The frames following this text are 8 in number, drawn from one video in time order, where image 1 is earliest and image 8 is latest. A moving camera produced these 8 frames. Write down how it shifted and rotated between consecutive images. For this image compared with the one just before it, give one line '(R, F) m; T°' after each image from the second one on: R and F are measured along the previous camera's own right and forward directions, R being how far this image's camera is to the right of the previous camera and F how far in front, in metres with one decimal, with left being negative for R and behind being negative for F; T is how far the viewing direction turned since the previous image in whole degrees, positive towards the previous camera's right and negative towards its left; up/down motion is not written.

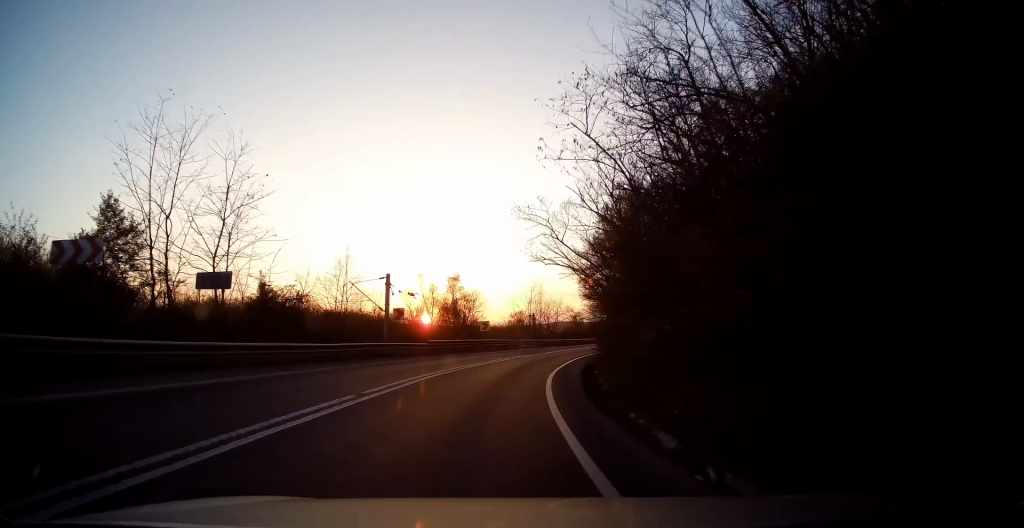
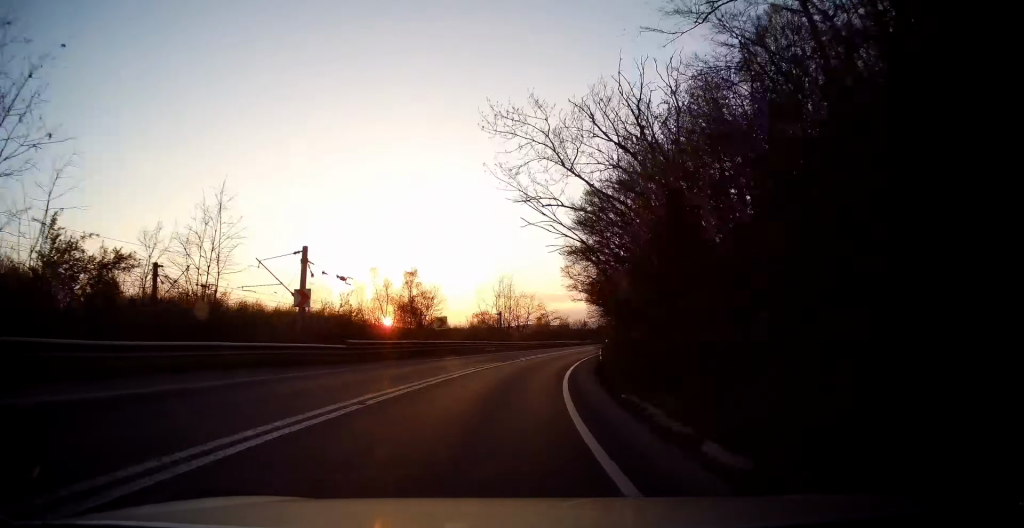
(+0.4, +11.6) m; +4°
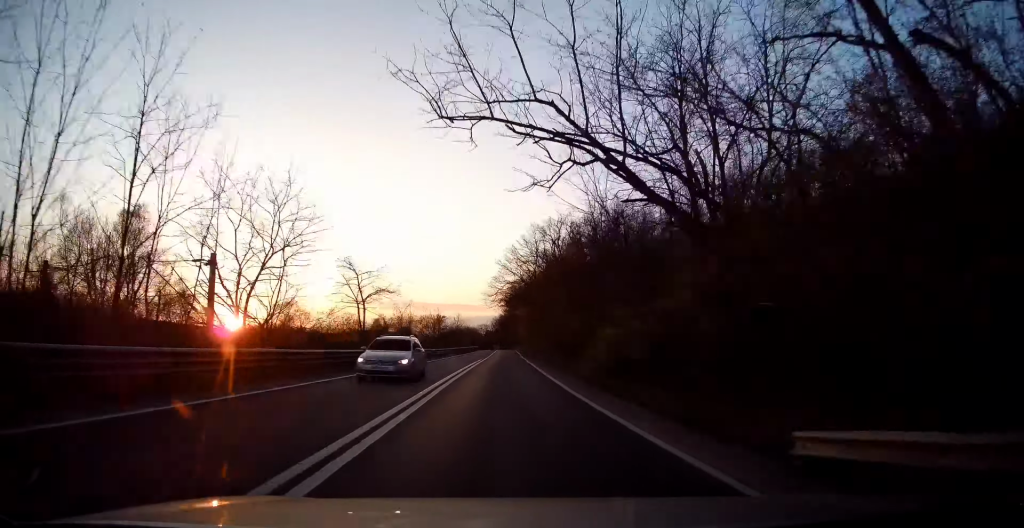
(+6.8, +49.2) m; +15°
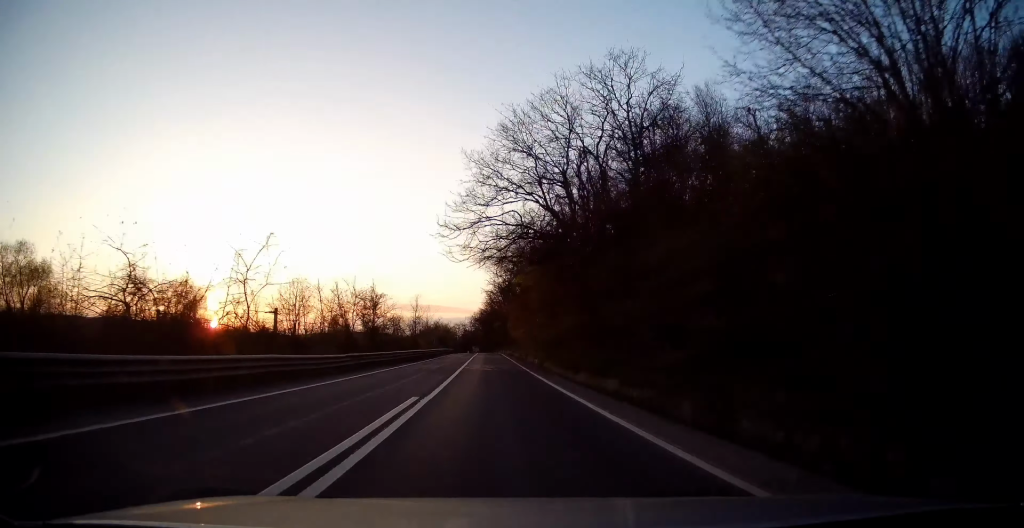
(+2.2, +31.8) m; +6°
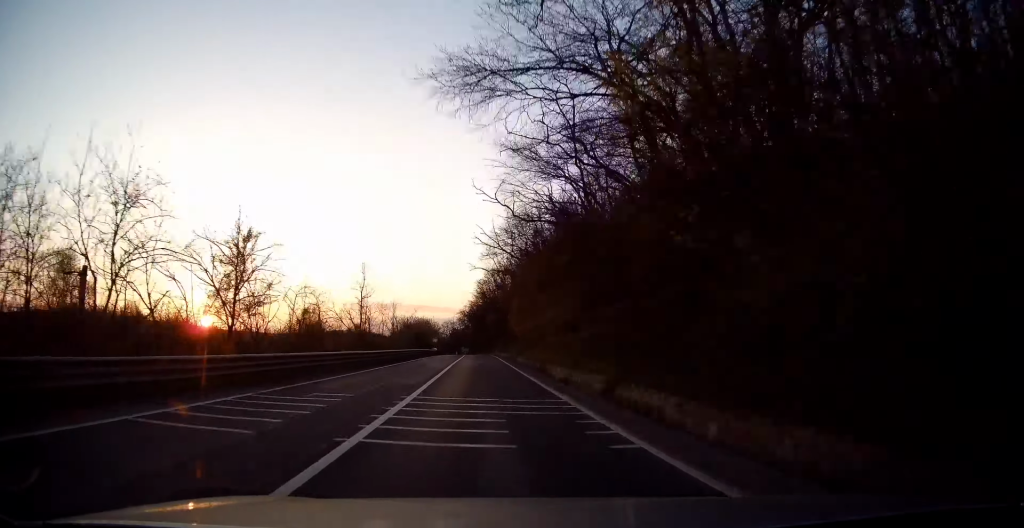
(+0.4, +22.3) m; +2°
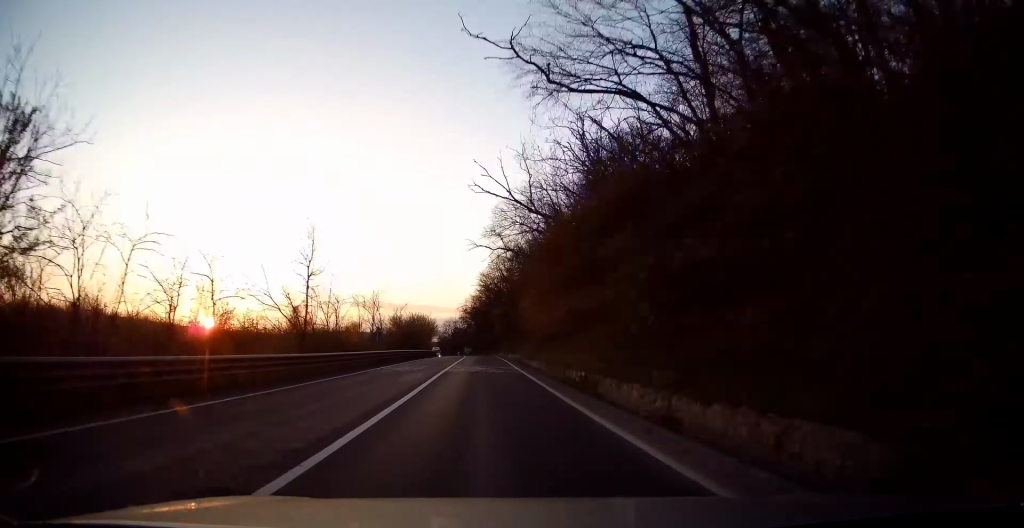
(0.0, +11.6) m; 0°
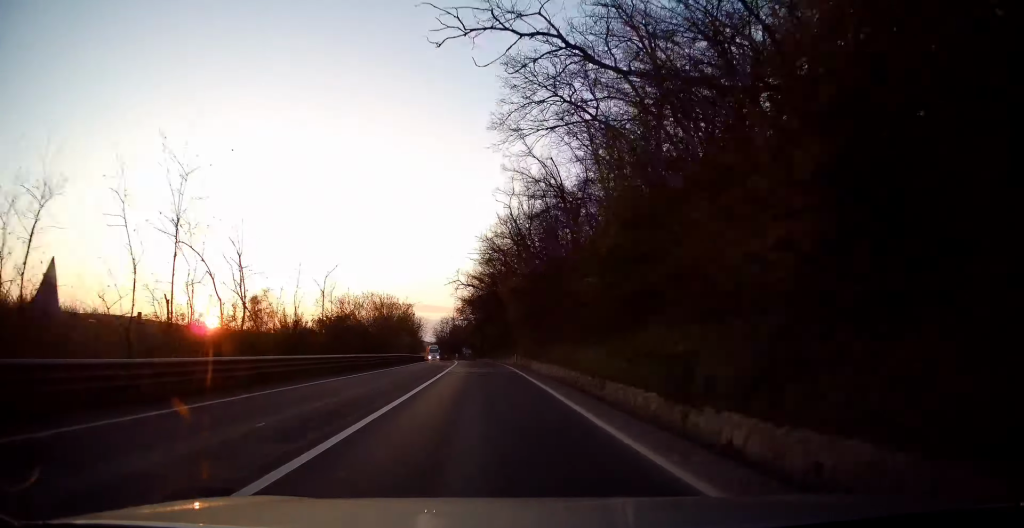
(+0.1, +30.1) m; 0°
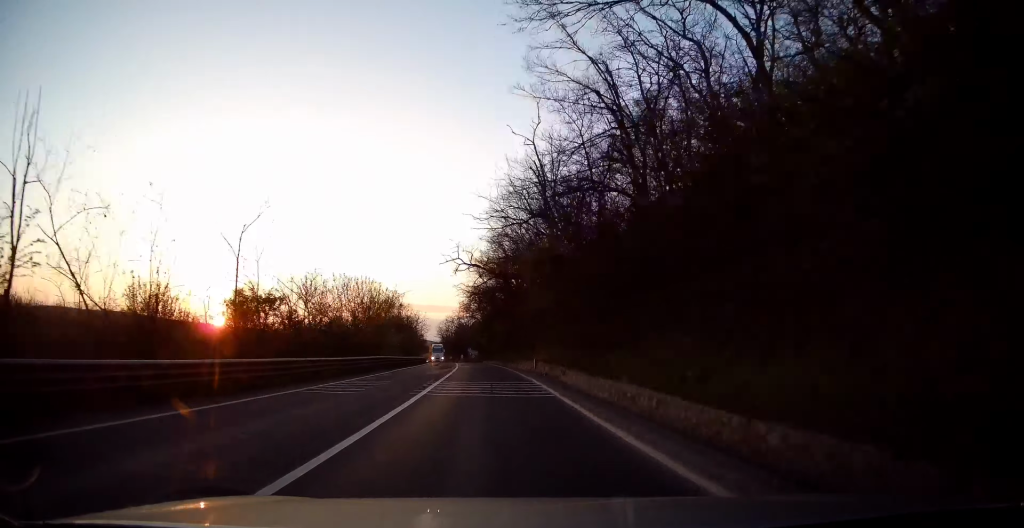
(0.0, +12.4) m; 0°
